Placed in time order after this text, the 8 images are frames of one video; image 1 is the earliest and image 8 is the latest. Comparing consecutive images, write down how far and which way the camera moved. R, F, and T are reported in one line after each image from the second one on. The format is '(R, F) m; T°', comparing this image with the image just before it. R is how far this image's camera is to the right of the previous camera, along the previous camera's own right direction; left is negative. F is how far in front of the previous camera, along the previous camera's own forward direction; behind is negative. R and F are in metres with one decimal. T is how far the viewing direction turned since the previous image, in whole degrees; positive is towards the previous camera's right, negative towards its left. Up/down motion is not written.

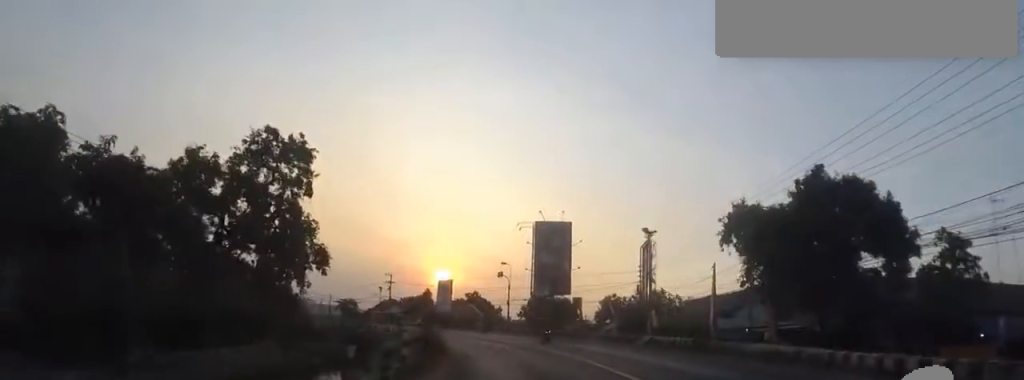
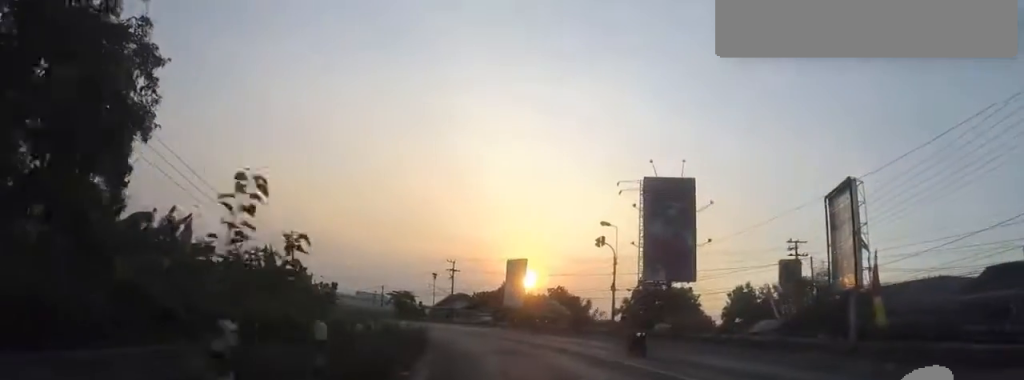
(-1.6, +18.7) m; -12°
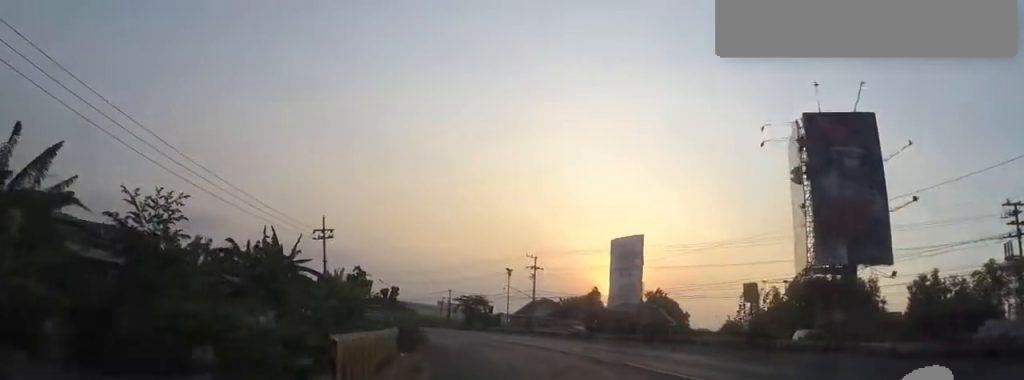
(-1.2, +14.8) m; -10°
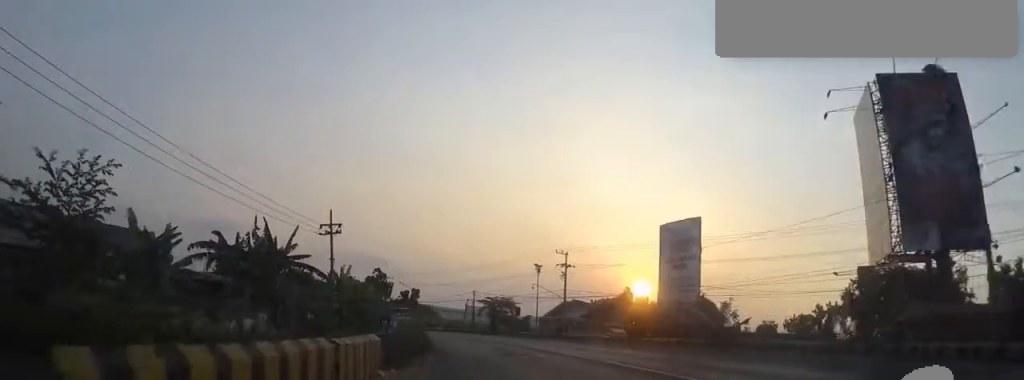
(0.0, +5.0) m; -3°
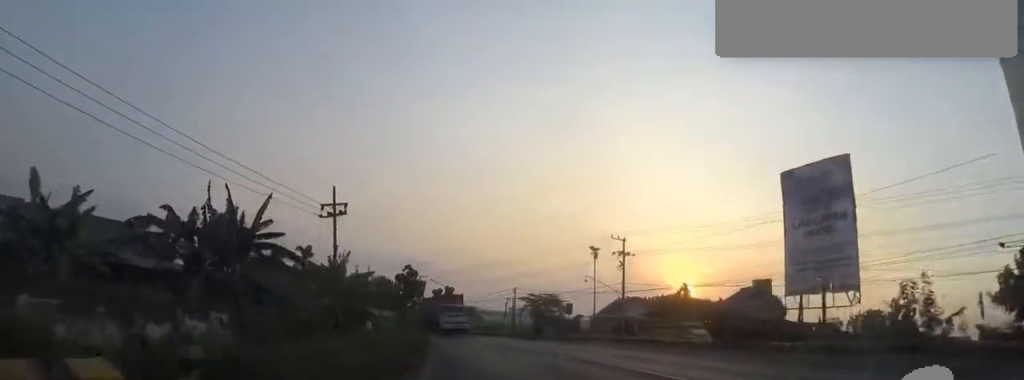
(-0.8, +8.9) m; -5°
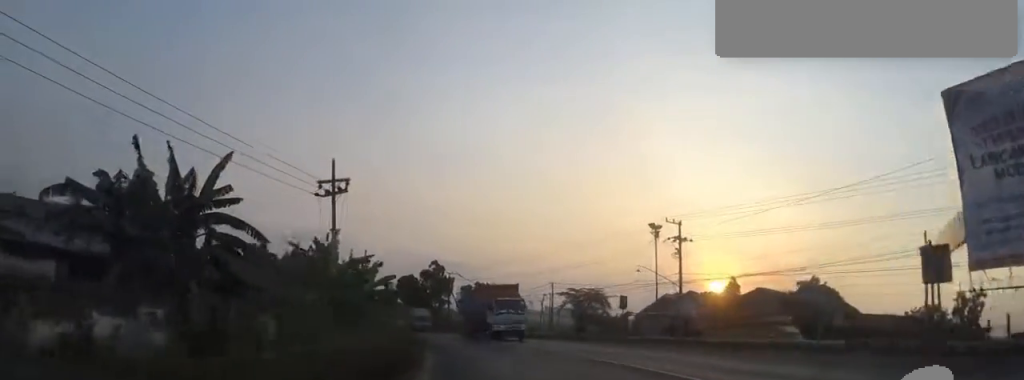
(-0.1, +6.7) m; -4°
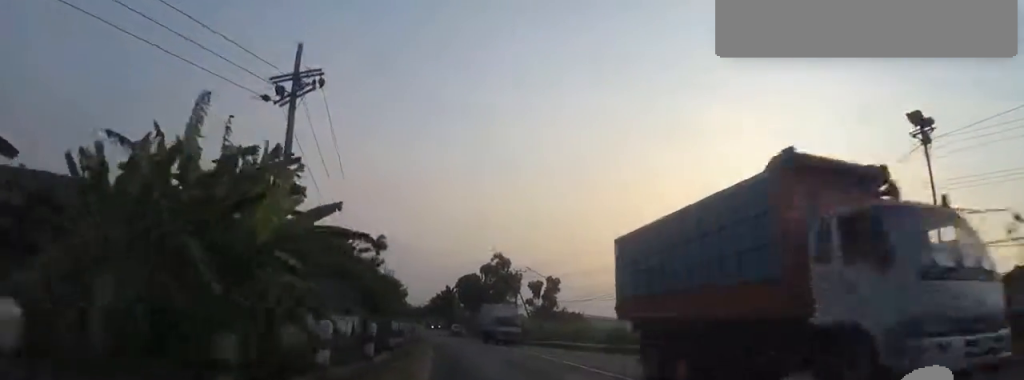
(-0.9, +14.2) m; -8°
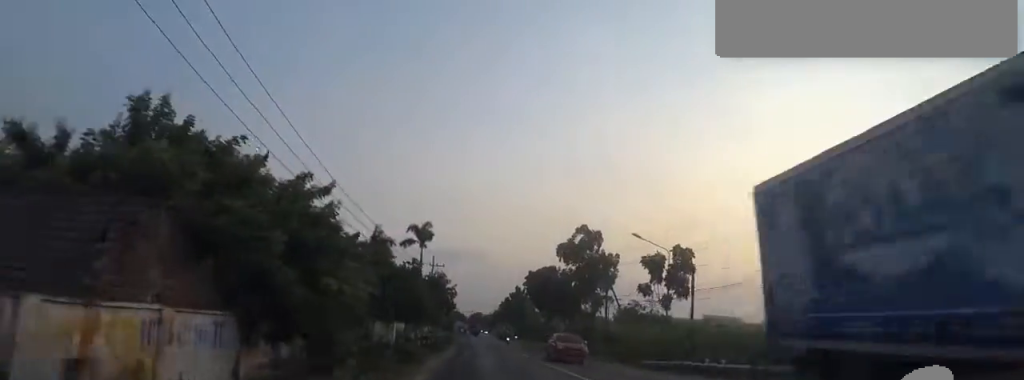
(-1.5, +19.2) m; -7°
